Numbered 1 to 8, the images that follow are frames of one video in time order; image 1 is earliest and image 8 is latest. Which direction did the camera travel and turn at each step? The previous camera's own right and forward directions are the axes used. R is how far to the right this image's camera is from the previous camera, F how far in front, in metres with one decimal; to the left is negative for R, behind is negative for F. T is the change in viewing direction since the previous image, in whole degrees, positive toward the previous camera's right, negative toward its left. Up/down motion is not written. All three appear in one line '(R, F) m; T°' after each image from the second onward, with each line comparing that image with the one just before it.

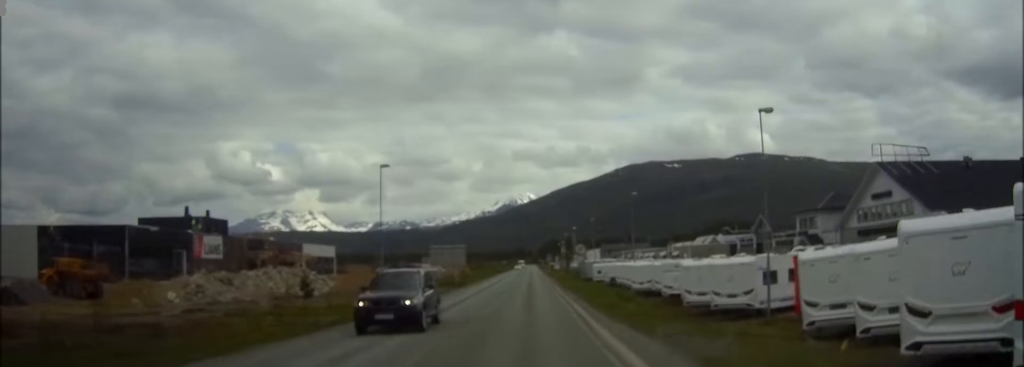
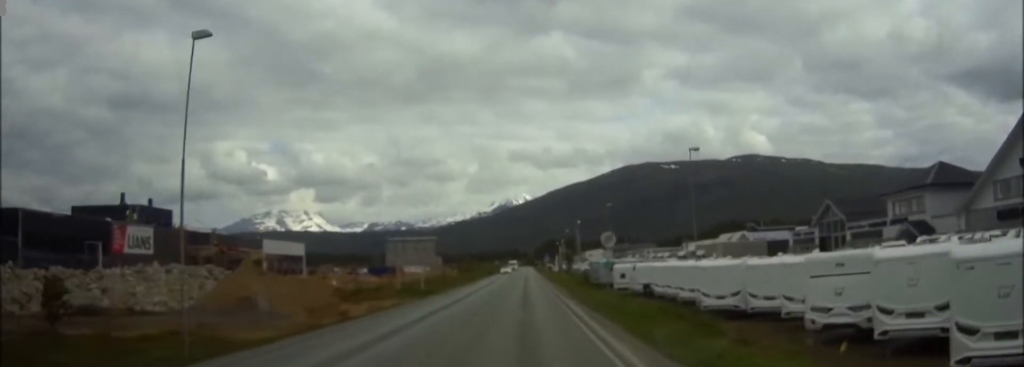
(+0.2, +23.9) m; +1°
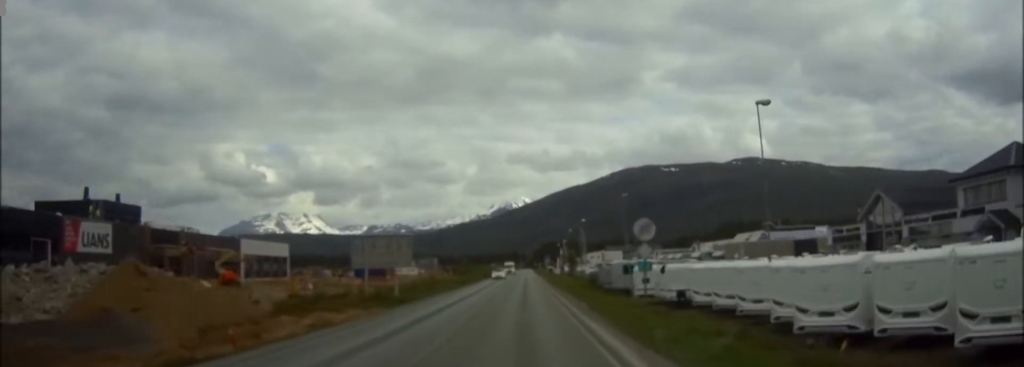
(+0.1, +11.9) m; 0°
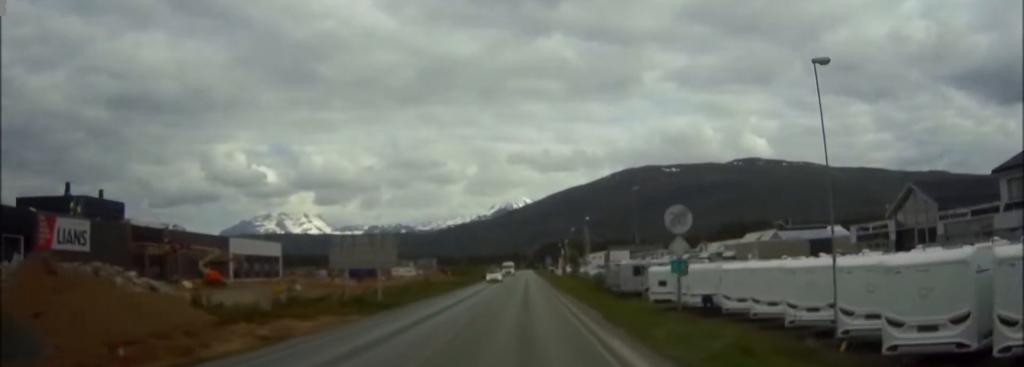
(0.0, +5.8) m; 0°
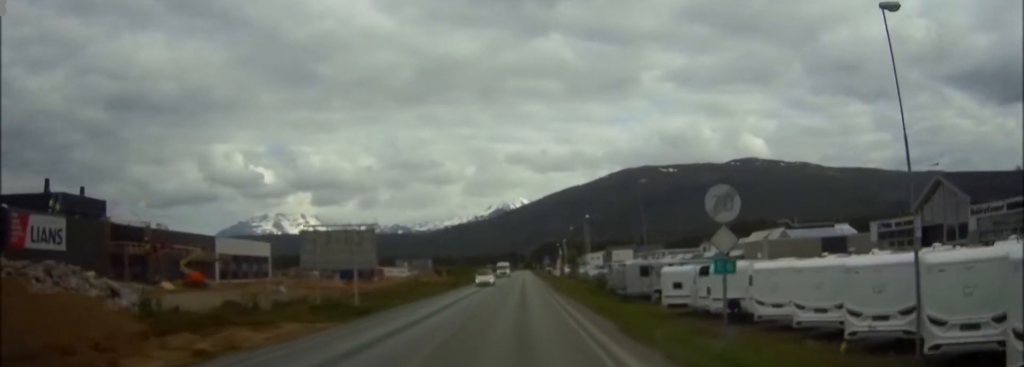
(0.0, +5.1) m; 0°
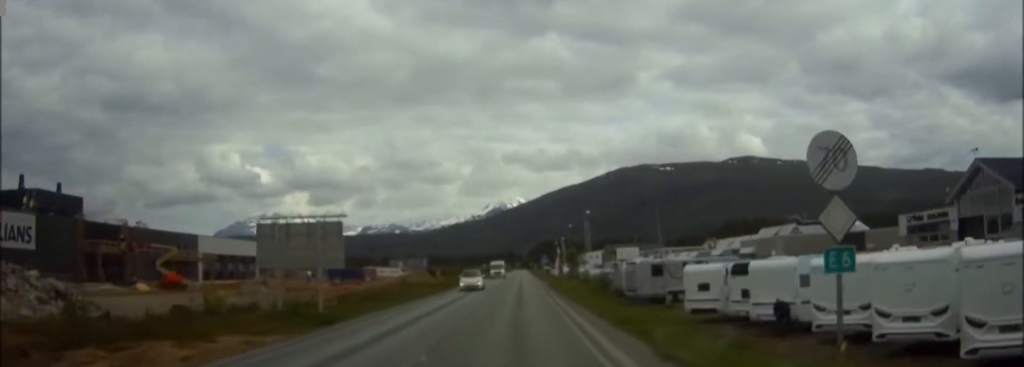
(0.0, +6.0) m; -1°
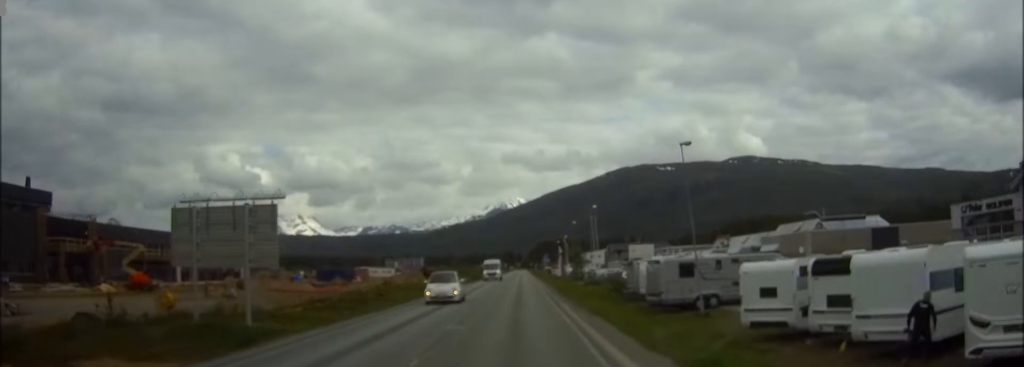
(-0.1, +8.4) m; 0°
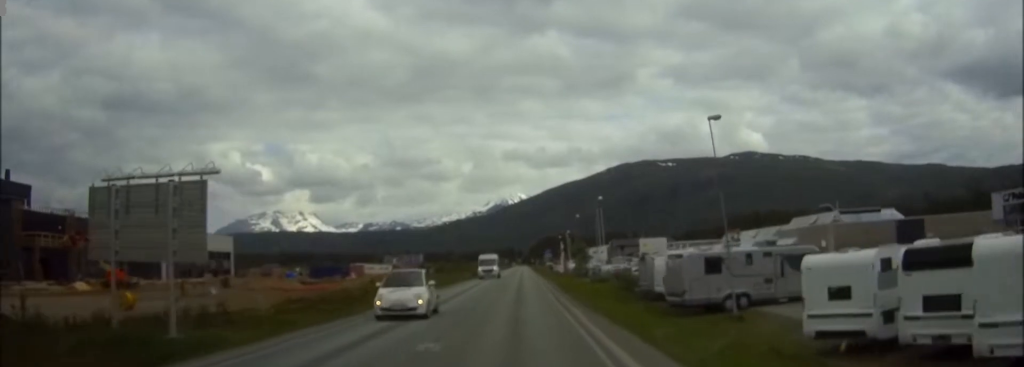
(0.0, +5.3) m; 0°
